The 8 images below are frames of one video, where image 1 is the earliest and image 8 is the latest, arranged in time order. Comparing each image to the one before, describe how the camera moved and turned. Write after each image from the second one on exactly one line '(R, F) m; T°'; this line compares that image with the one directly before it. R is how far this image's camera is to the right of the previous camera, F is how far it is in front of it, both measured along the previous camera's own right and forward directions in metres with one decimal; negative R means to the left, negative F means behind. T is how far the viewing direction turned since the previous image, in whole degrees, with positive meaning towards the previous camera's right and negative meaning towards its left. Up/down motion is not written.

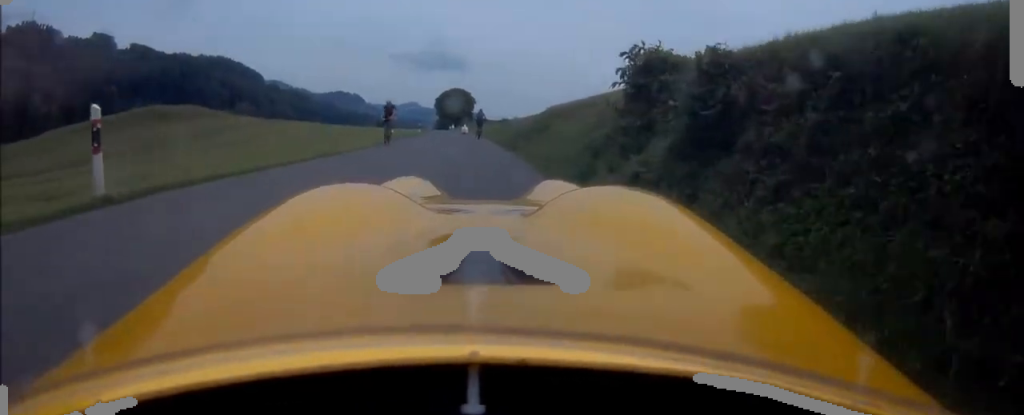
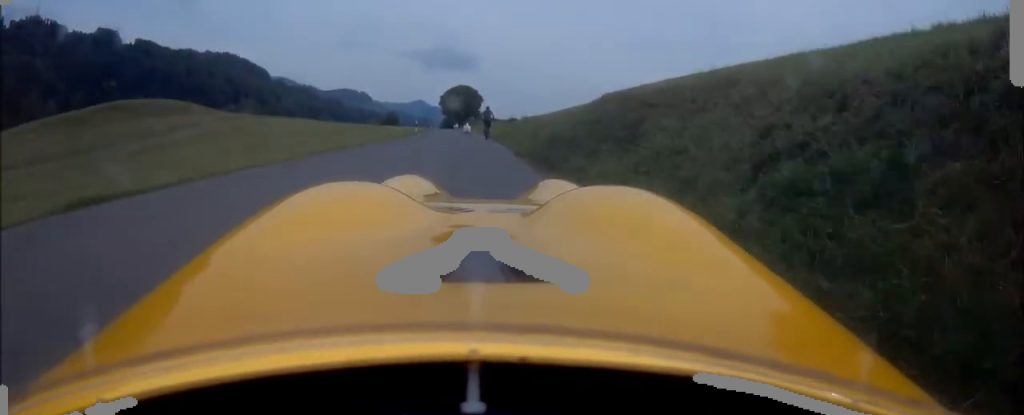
(+0.4, +8.3) m; 0°
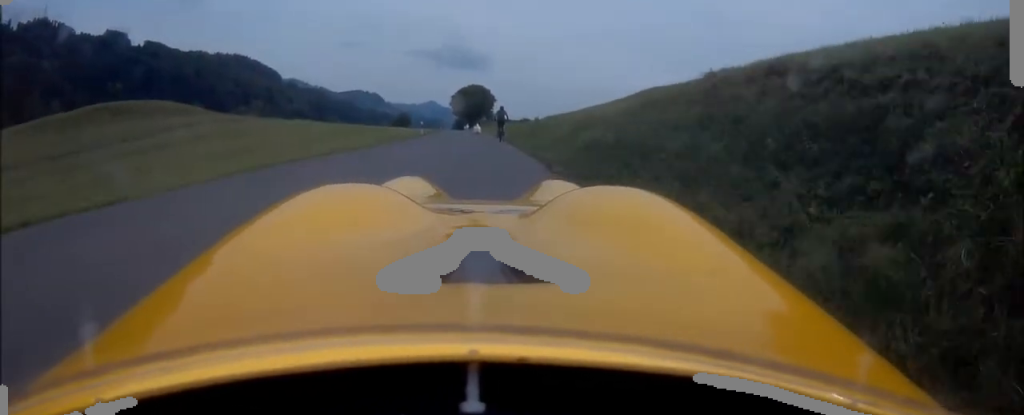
(-0.2, +4.7) m; -4°
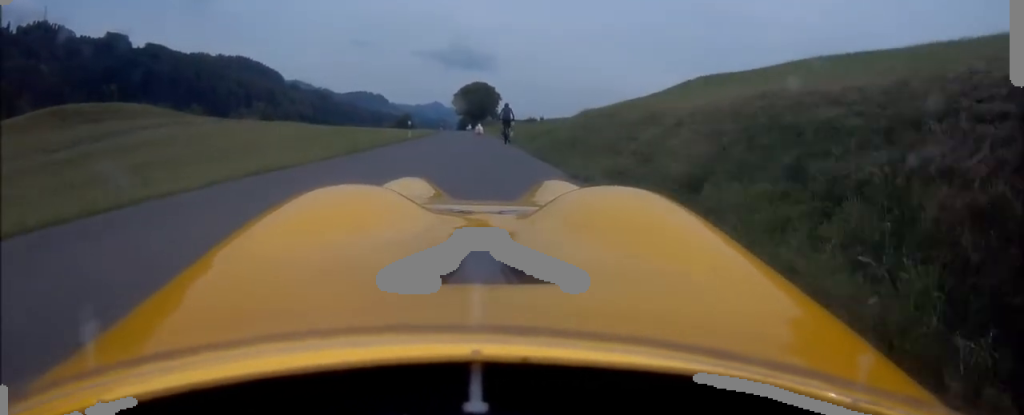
(-0.6, +9.6) m; -2°
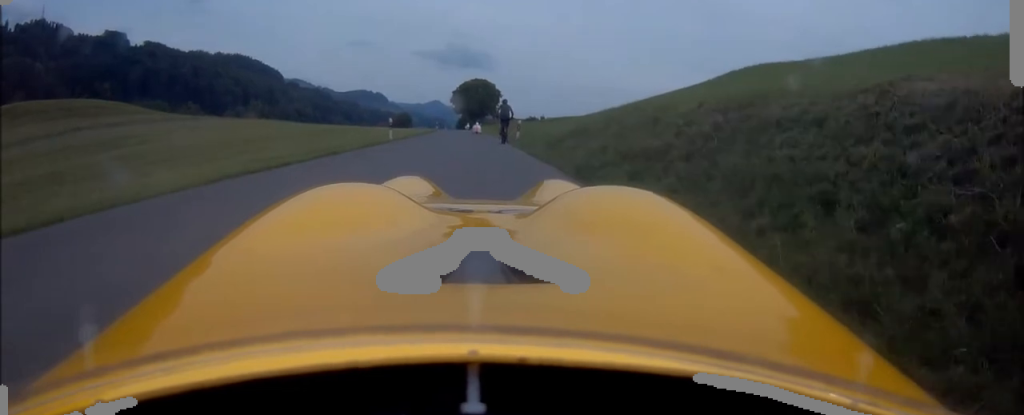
(+0.3, +6.9) m; +2°
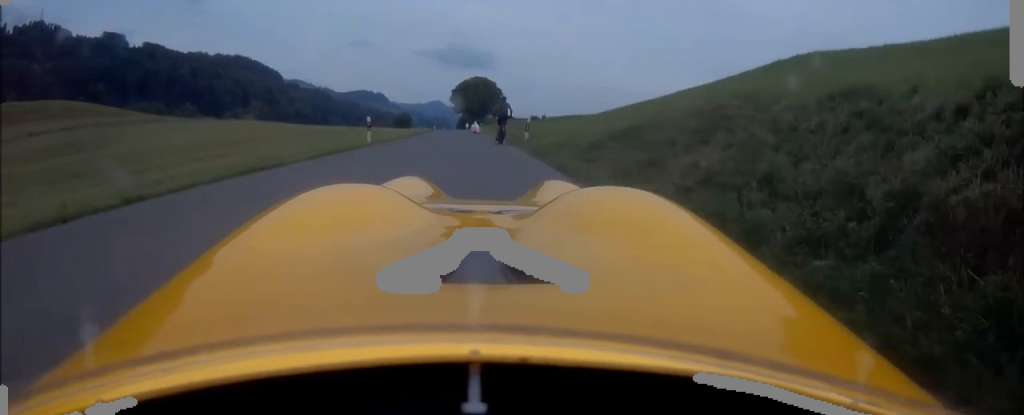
(0.0, +5.1) m; 0°
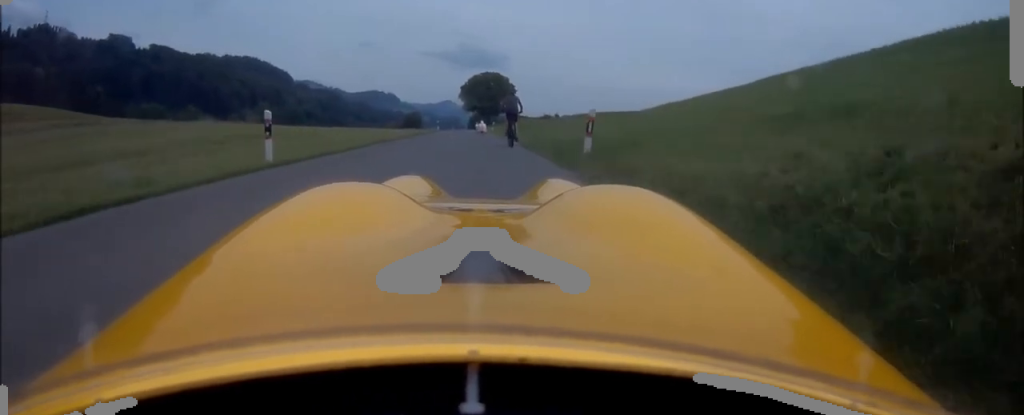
(0.0, +10.7) m; -3°
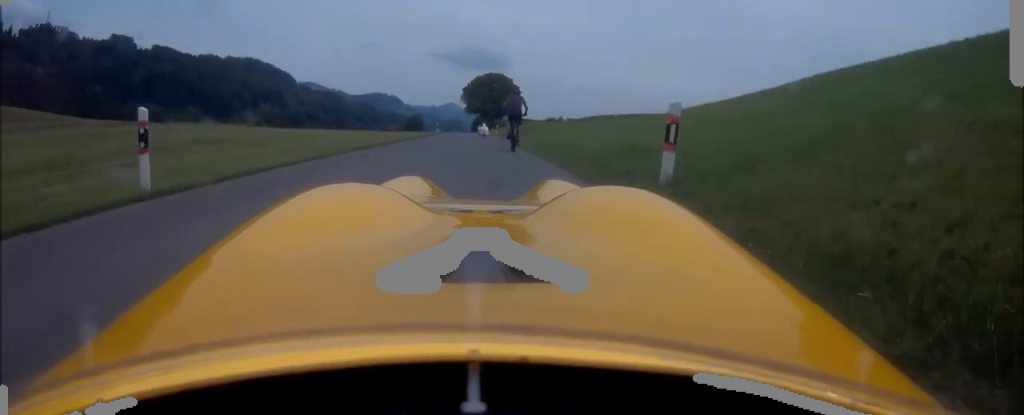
(-0.2, +4.3) m; 0°
